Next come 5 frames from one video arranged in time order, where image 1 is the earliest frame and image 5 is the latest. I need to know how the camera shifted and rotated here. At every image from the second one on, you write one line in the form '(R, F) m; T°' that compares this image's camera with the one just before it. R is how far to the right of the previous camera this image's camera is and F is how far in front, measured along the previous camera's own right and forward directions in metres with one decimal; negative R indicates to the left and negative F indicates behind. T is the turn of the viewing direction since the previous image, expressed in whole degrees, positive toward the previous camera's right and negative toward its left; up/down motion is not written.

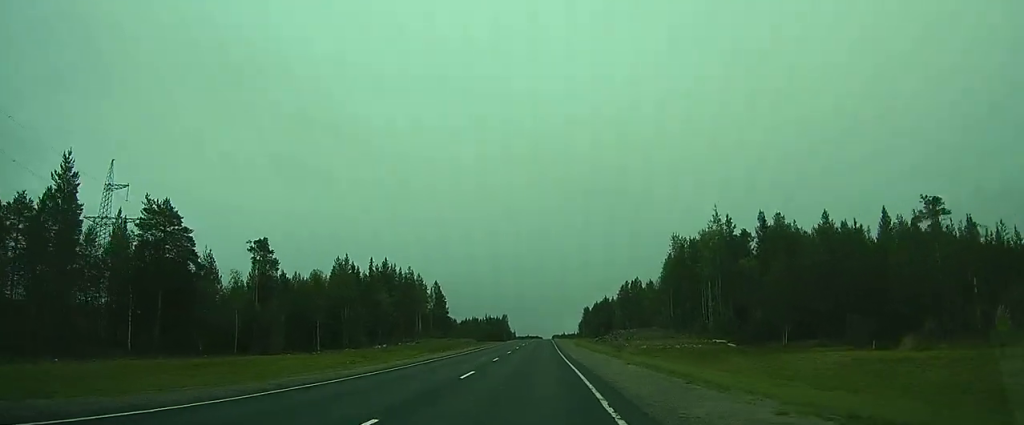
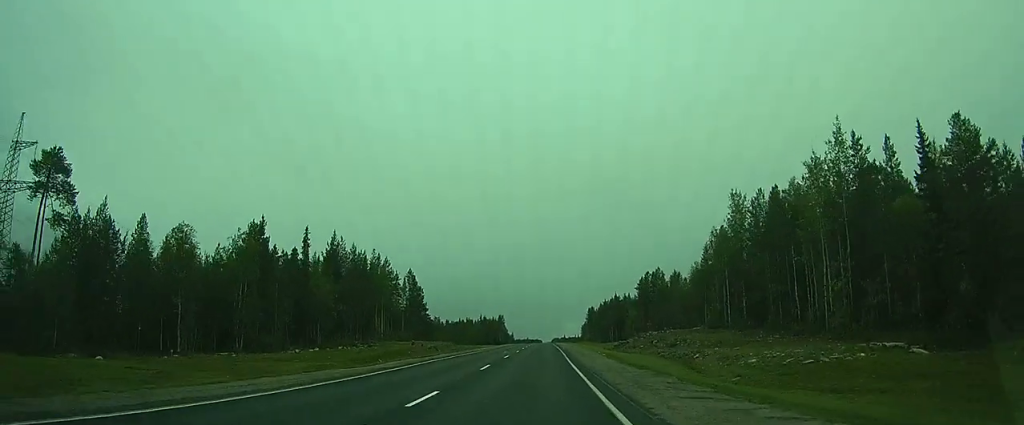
(+0.1, +32.3) m; -1°
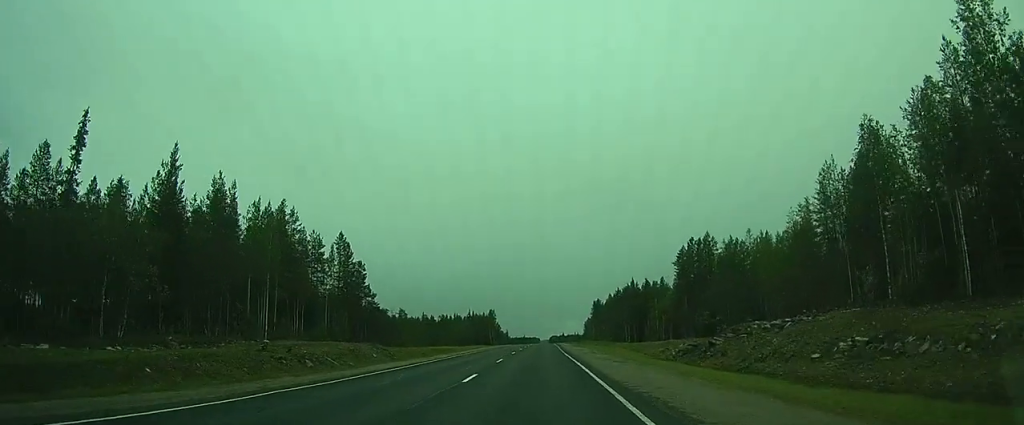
(-0.8, +44.3) m; -2°
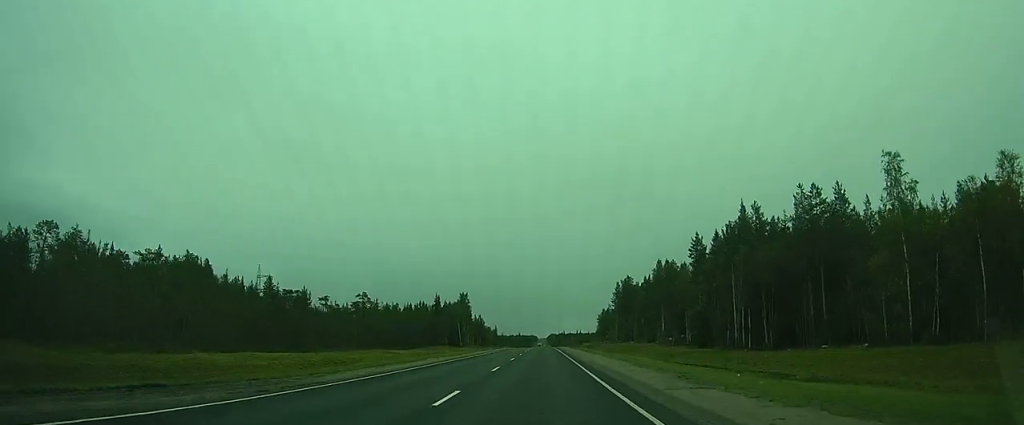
(+0.2, +92.5) m; +1°
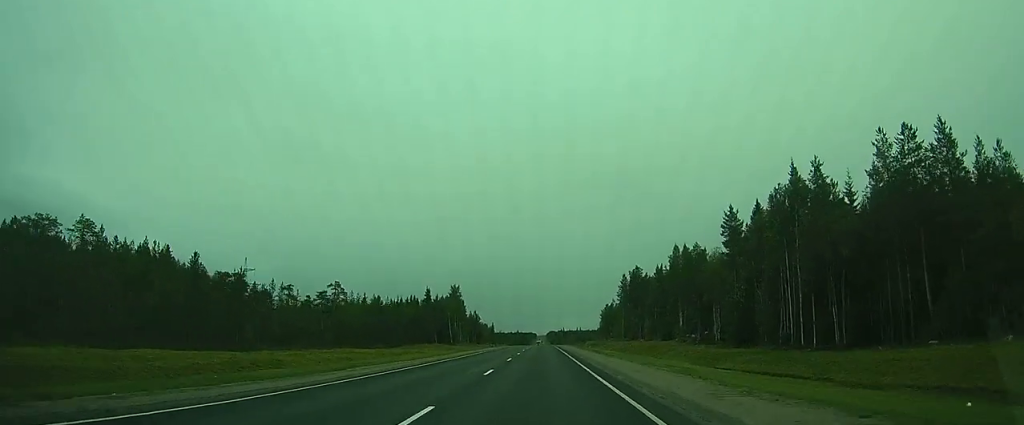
(0.0, +16.1) m; 0°
